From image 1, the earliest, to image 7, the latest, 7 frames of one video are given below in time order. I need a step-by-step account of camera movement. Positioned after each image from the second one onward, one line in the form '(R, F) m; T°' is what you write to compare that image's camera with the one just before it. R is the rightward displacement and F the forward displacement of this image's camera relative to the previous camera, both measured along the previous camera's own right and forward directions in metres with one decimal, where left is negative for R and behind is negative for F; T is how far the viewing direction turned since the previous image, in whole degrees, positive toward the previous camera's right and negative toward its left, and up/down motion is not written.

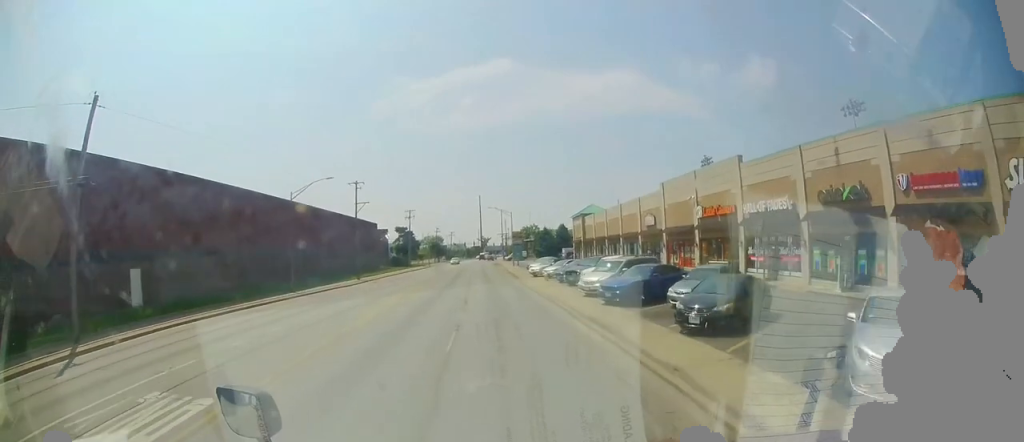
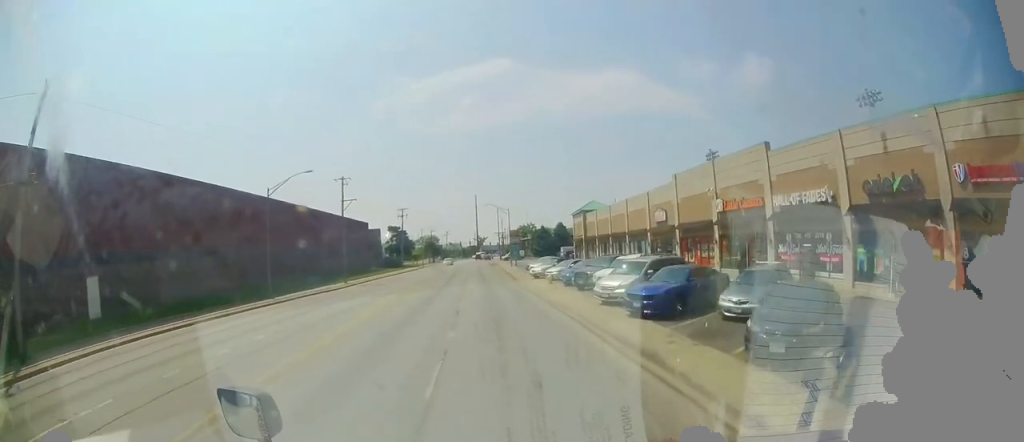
(0.0, +3.7) m; +1°
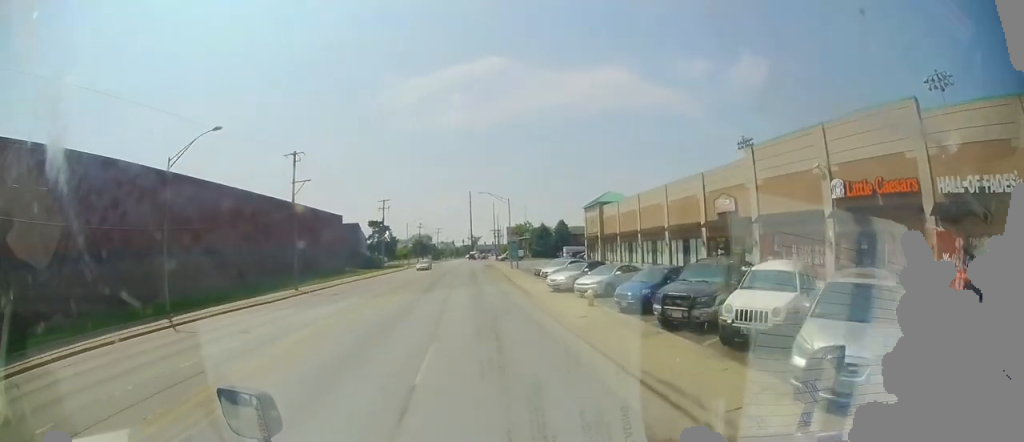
(+0.2, +11.7) m; +2°
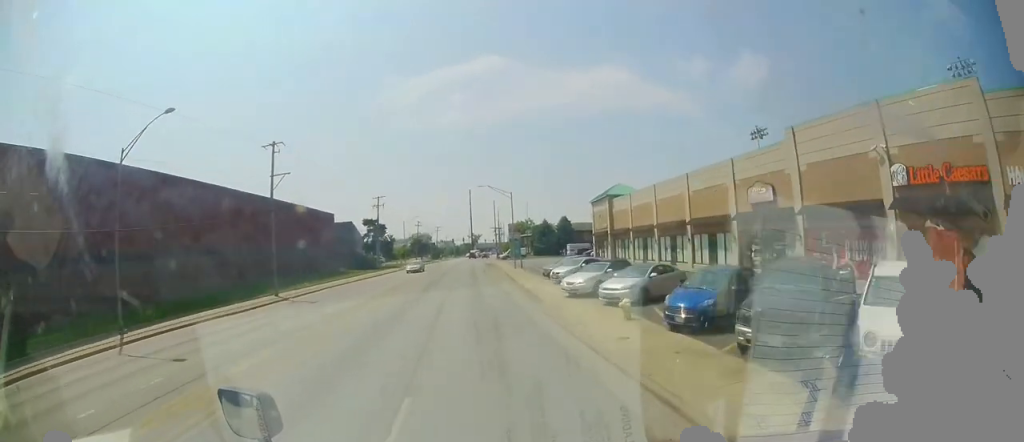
(0.0, +4.0) m; 0°
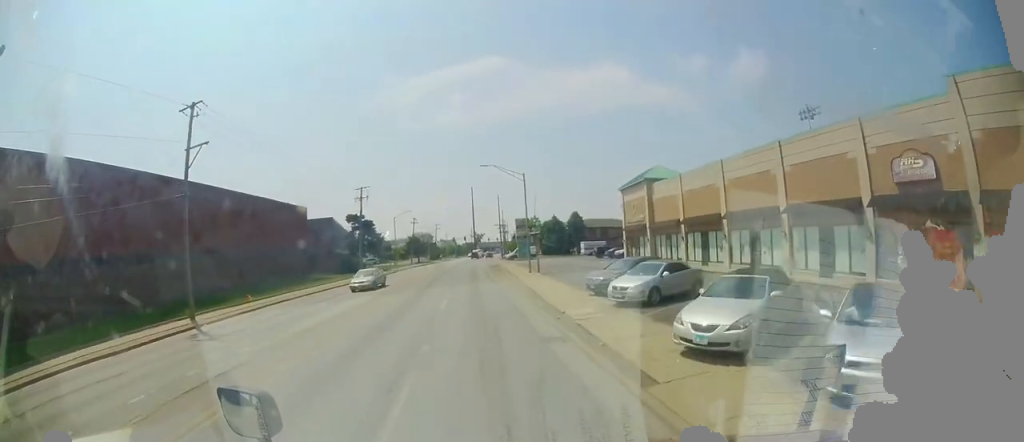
(+0.1, +11.3) m; +1°
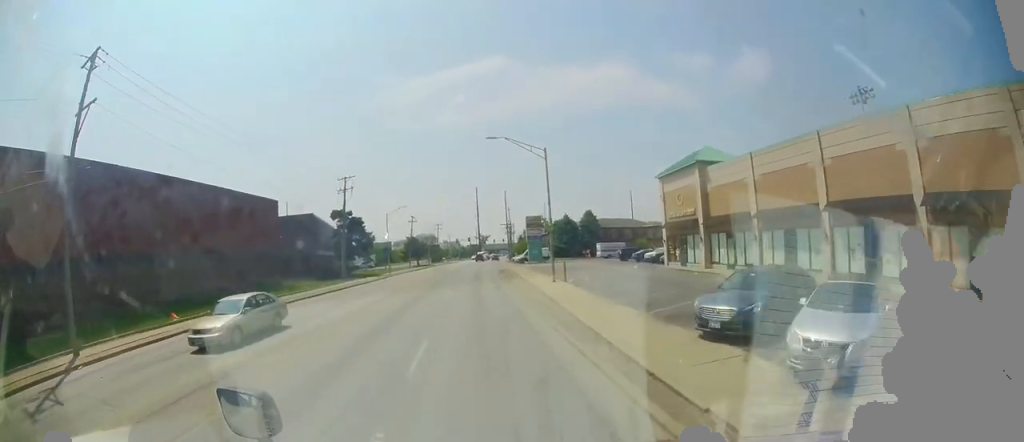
(0.0, +9.3) m; 0°
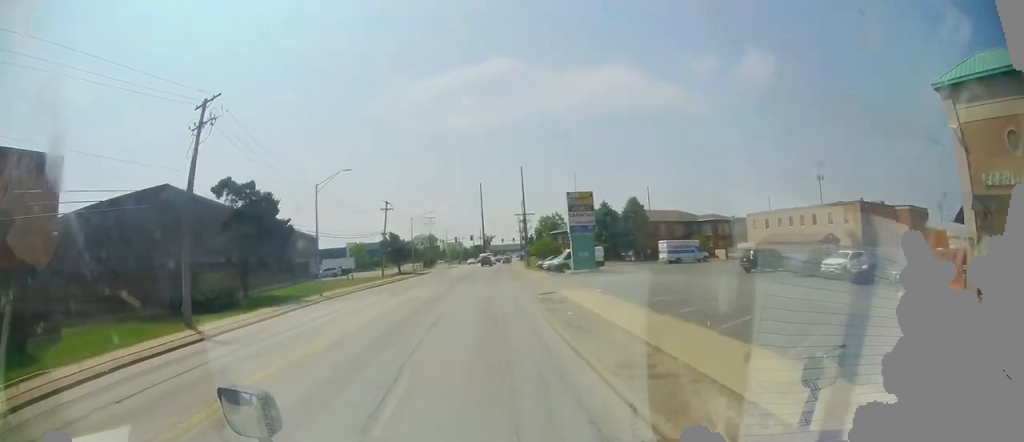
(-1.2, +28.8) m; -1°
